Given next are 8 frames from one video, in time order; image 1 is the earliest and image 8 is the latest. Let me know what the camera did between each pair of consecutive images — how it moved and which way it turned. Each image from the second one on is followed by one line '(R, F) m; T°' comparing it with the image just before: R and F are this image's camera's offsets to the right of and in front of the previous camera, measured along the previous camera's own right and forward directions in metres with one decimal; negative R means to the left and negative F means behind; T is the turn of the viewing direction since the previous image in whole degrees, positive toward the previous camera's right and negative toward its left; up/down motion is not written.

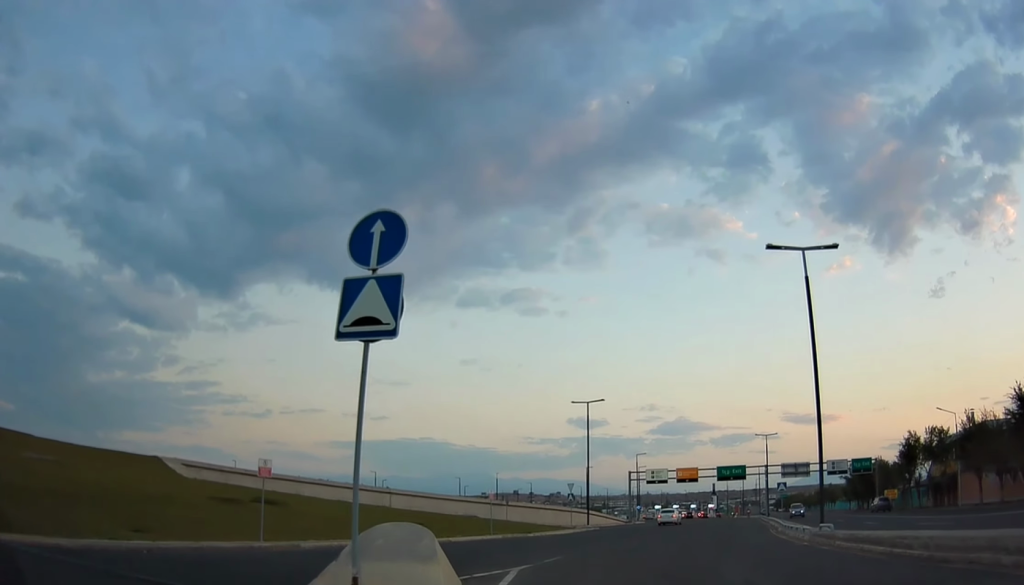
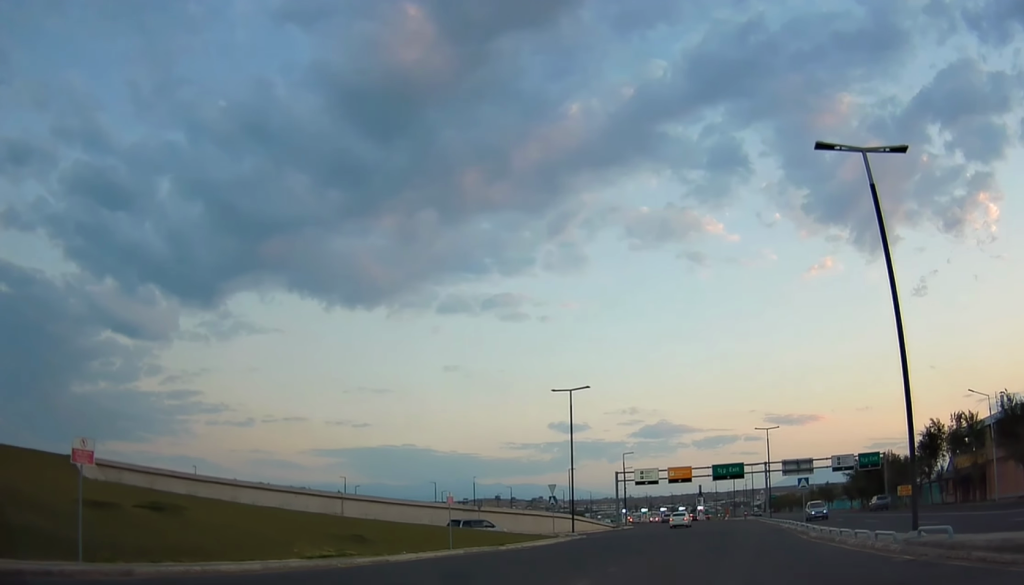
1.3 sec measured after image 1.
(-0.6, +9.3) m; -1°
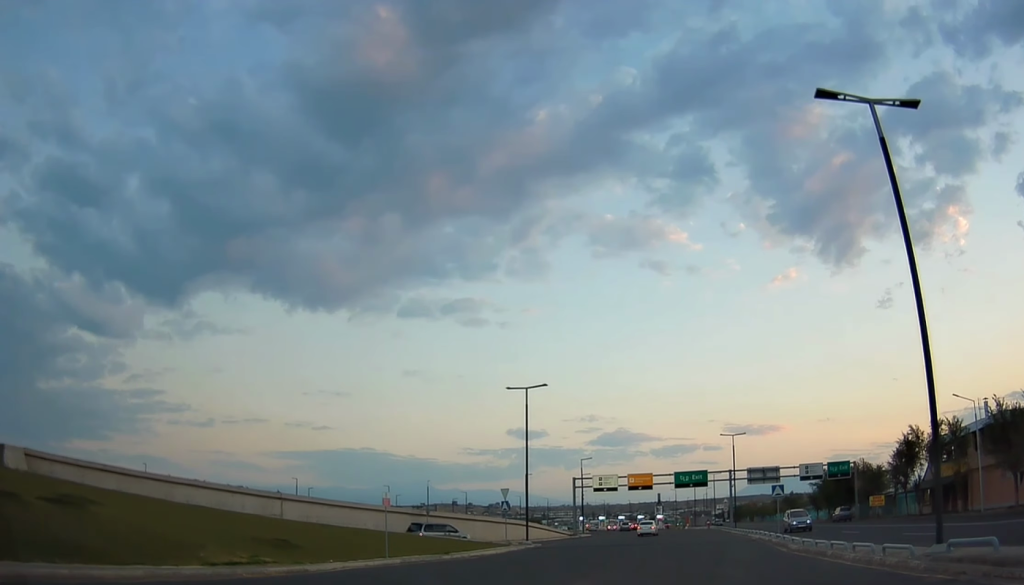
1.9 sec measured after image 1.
(-0.1, +3.5) m; +4°
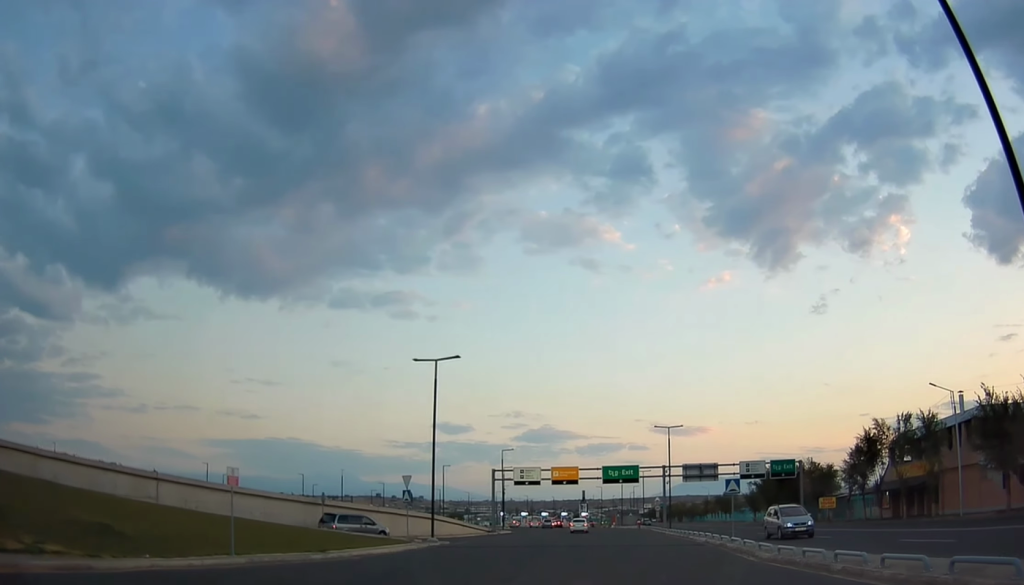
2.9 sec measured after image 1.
(+0.7, +5.7) m; +7°
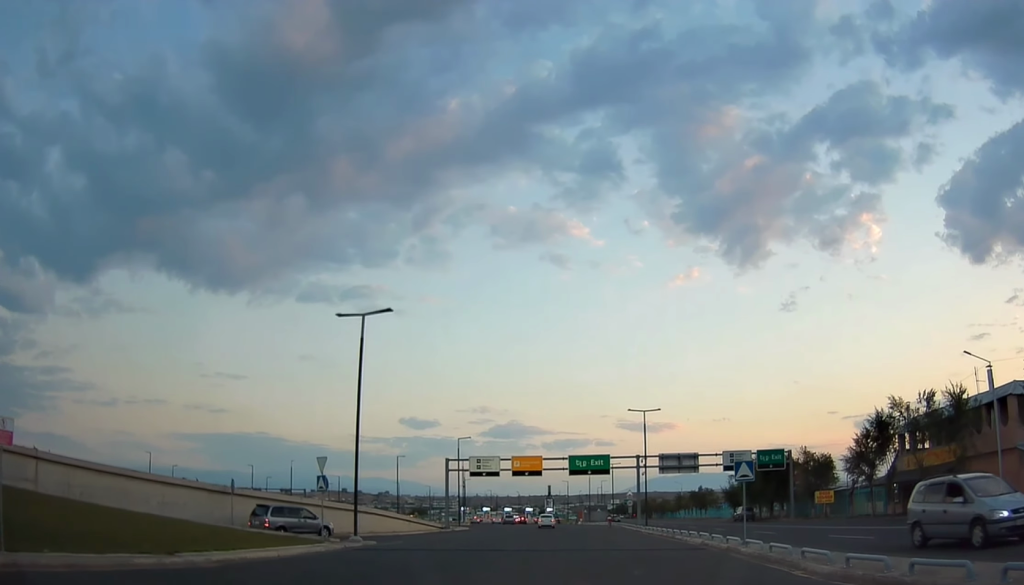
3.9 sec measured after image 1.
(0.0, +6.7) m; 0°
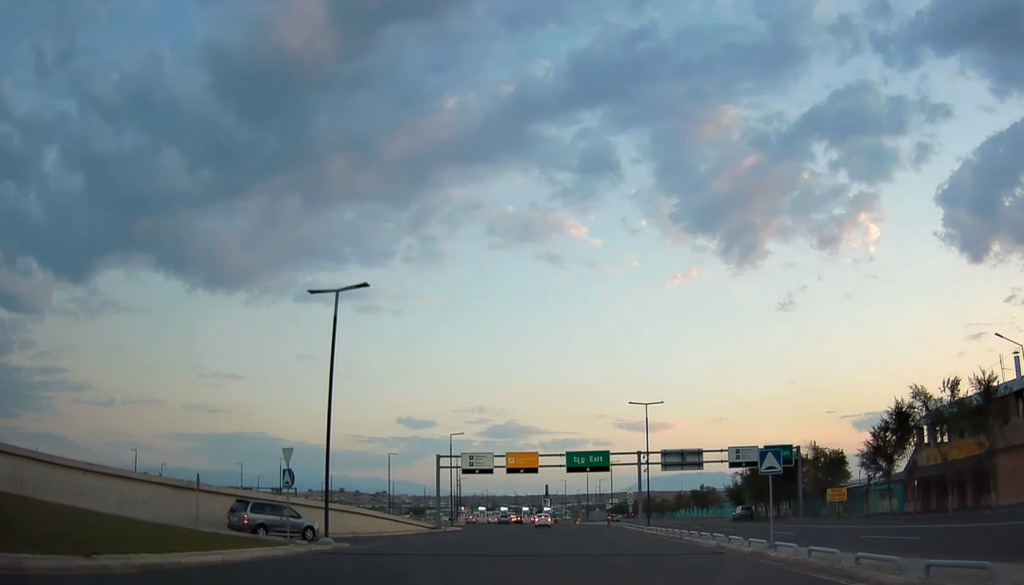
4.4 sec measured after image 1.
(0.0, +3.1) m; 0°
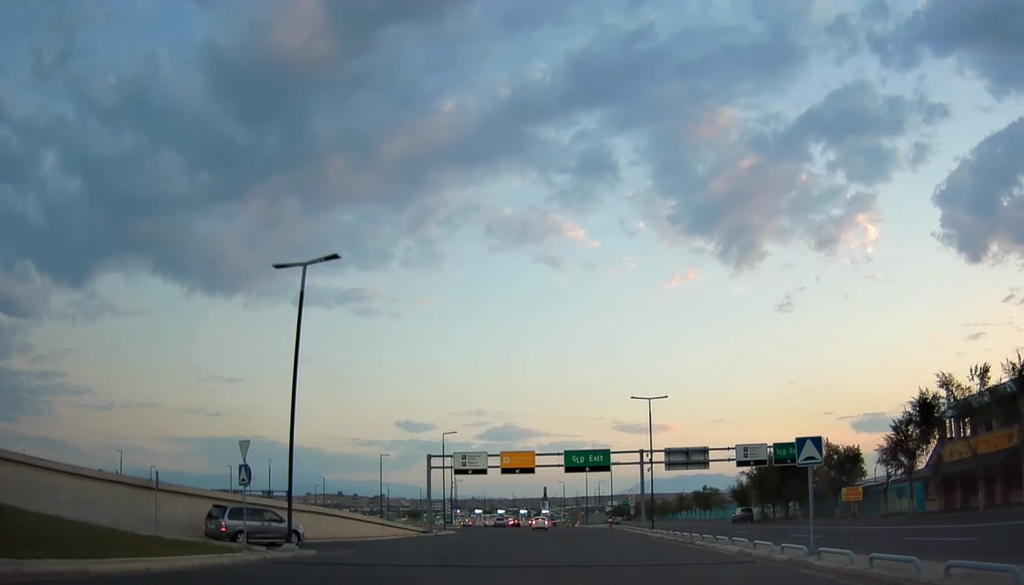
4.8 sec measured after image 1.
(0.0, +3.2) m; 0°
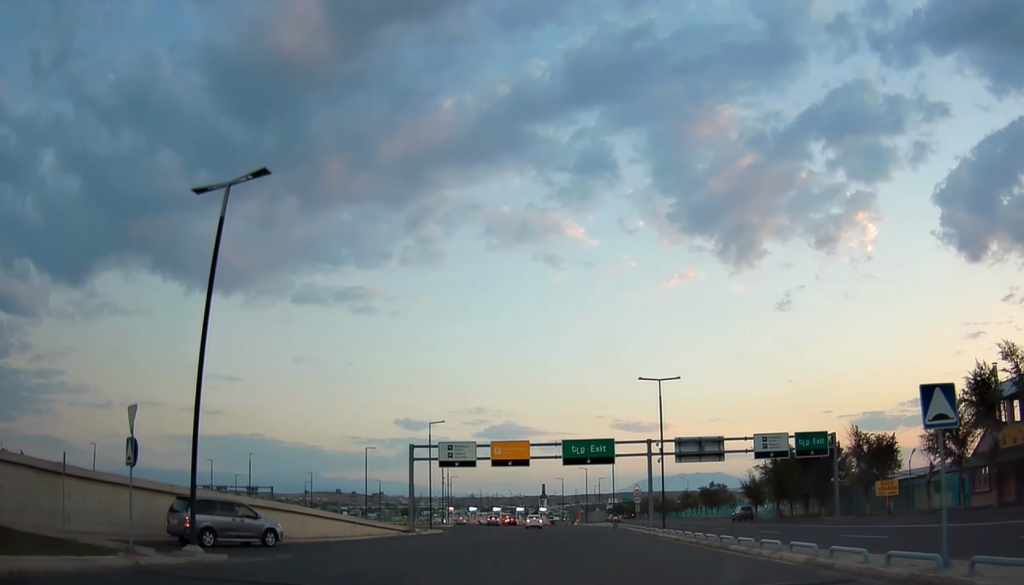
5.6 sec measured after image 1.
(0.0, +6.2) m; 0°
